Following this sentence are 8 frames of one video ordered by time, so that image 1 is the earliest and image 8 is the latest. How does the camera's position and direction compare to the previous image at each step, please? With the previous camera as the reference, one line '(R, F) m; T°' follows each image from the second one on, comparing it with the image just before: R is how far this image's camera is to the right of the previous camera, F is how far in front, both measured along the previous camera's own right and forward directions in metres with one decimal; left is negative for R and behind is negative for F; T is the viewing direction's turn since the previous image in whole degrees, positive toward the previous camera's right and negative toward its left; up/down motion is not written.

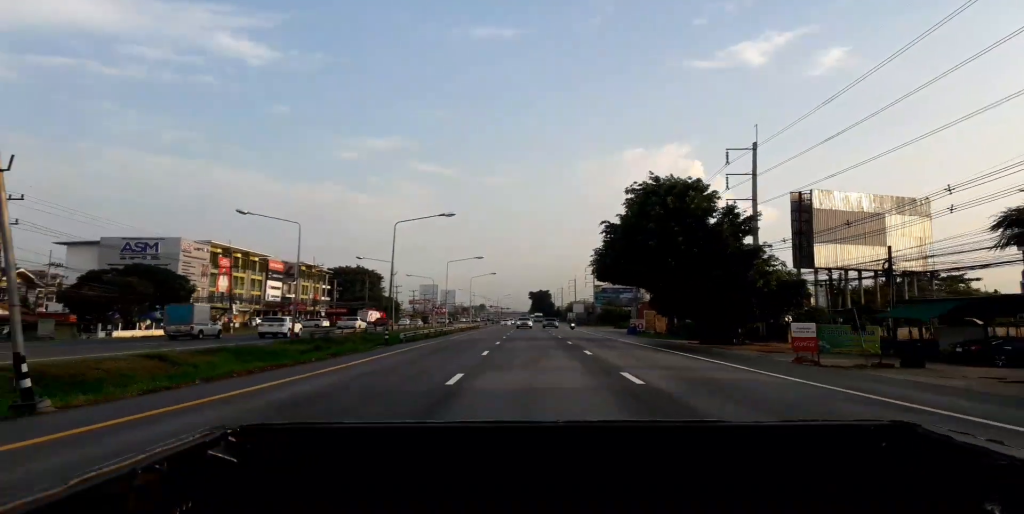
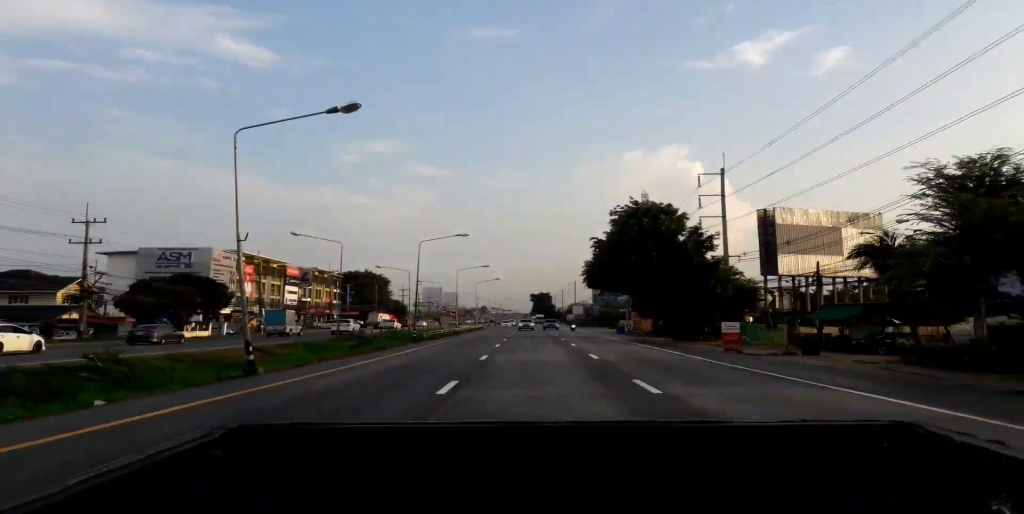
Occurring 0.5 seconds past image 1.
(0.0, +10.4) m; 0°
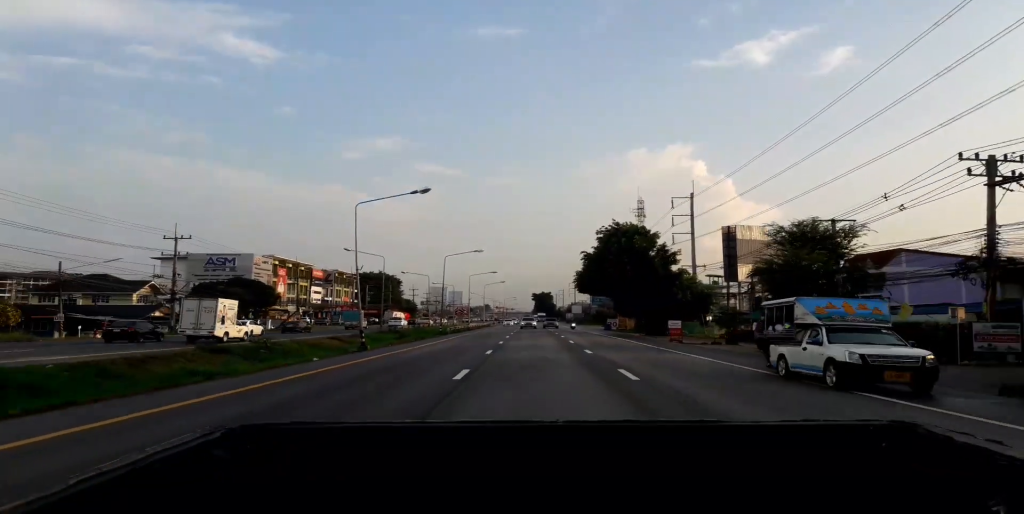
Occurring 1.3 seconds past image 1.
(0.0, +15.0) m; 0°
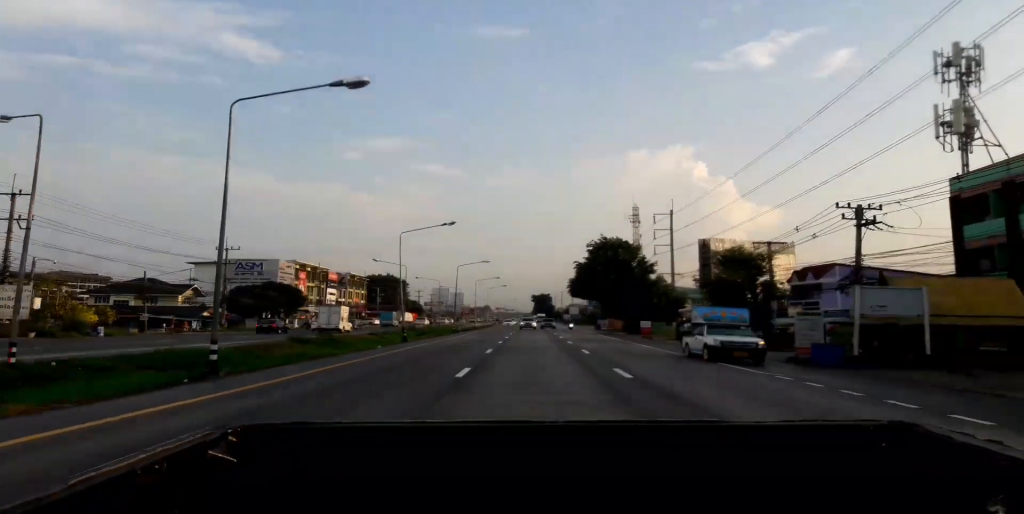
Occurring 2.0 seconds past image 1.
(+0.1, +13.2) m; -1°
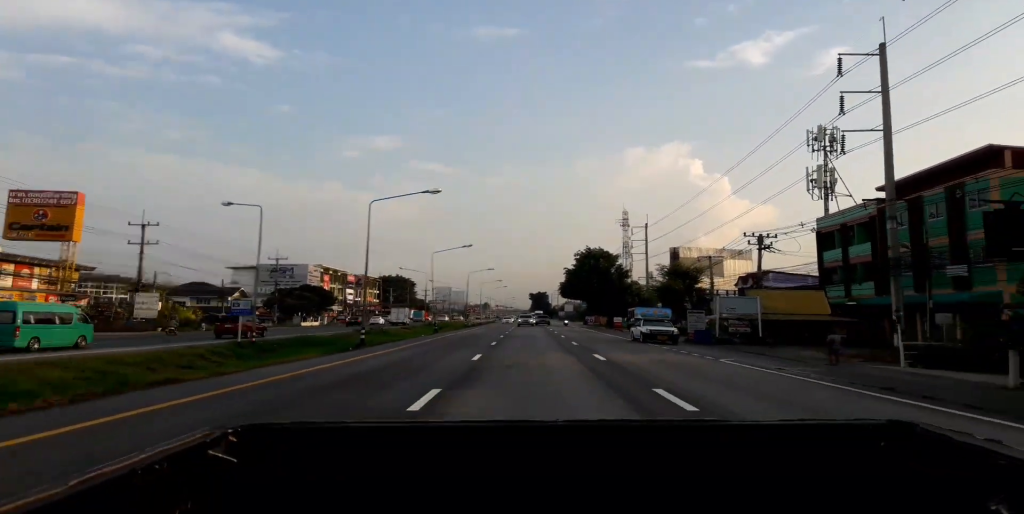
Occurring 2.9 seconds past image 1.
(-0.4, +17.1) m; 0°
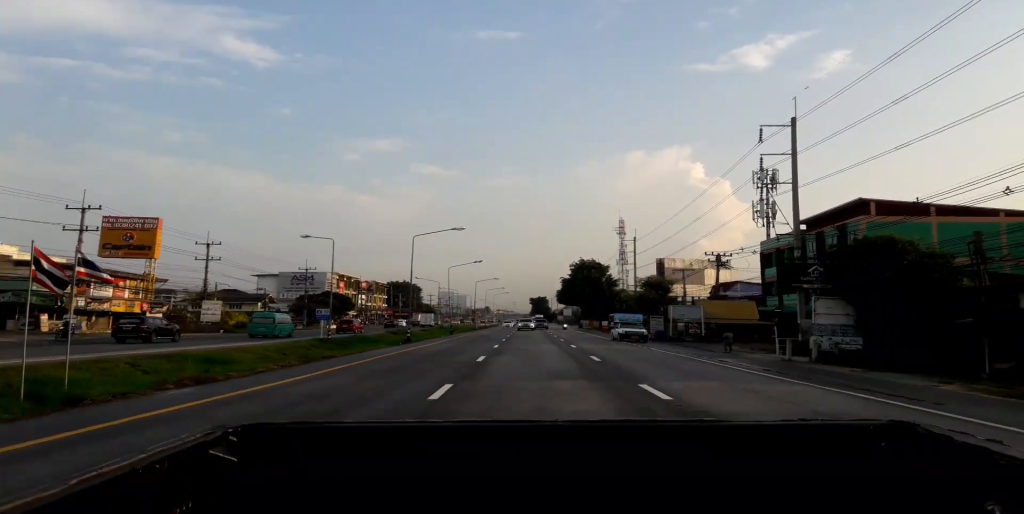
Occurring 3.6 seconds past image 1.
(+0.1, +14.4) m; 0°
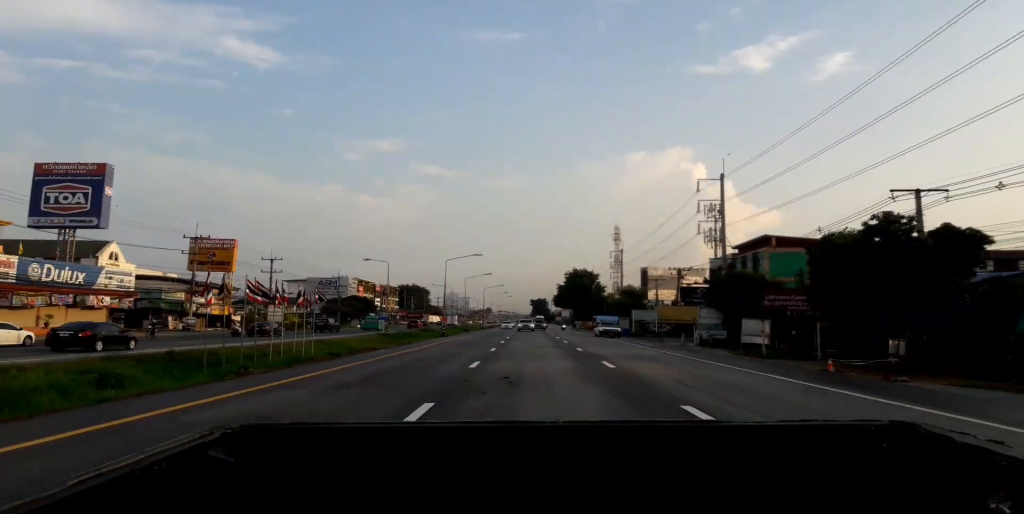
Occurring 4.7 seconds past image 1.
(0.0, +20.8) m; 0°
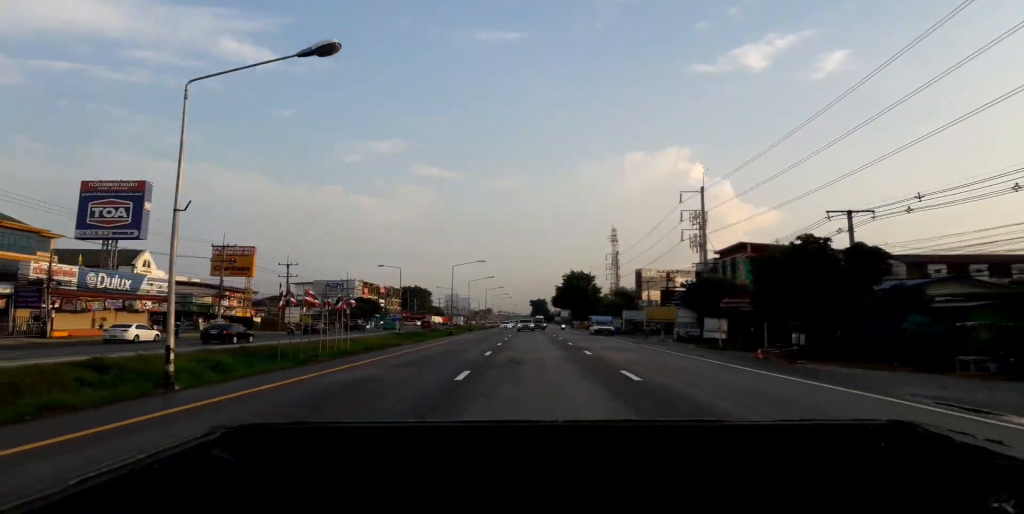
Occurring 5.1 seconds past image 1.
(-0.2, +7.8) m; 0°
